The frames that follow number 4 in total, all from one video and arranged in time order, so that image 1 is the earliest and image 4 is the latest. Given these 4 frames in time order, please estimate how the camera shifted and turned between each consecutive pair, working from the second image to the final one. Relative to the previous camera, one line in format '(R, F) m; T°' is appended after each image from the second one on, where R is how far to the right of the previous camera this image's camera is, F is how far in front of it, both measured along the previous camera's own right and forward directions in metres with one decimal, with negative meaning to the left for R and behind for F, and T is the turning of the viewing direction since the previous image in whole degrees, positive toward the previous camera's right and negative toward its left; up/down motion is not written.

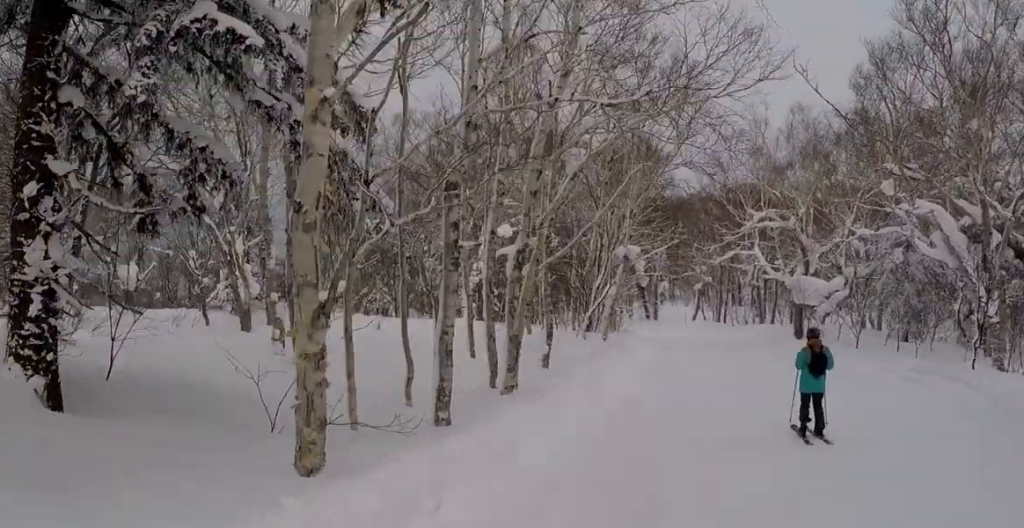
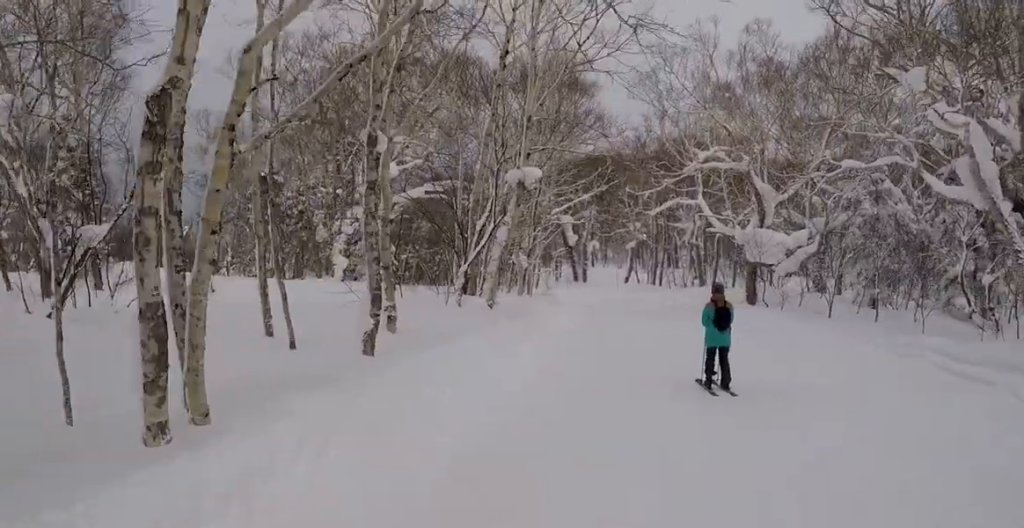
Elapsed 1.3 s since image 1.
(-1.2, +7.4) m; 0°
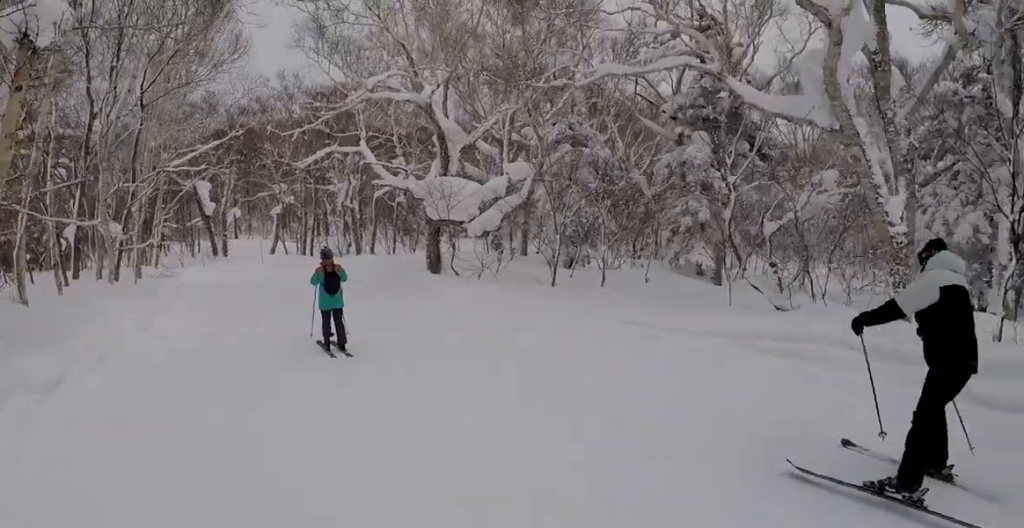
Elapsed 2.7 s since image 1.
(+0.1, +8.1) m; 0°
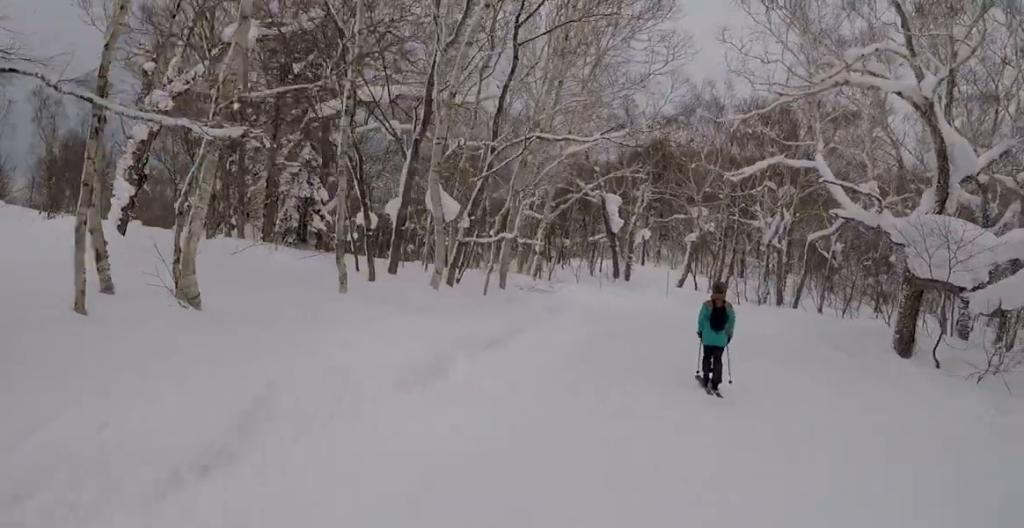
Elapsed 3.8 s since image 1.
(+0.7, +6.2) m; 0°
